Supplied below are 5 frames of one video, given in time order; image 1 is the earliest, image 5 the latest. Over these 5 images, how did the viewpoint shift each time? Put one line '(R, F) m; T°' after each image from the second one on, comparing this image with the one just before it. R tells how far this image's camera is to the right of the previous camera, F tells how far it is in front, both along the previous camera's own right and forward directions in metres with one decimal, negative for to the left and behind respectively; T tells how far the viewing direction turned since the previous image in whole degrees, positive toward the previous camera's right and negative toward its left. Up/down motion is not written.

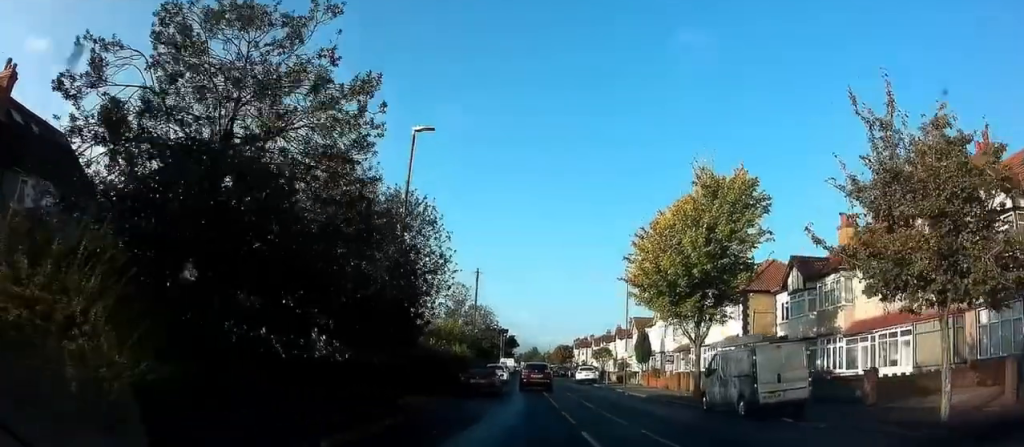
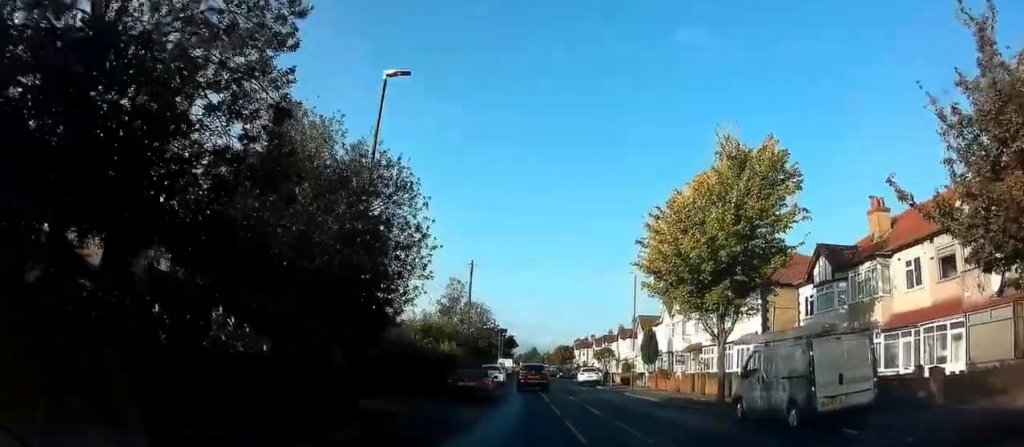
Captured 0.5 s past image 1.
(+0.1, +3.2) m; +1°
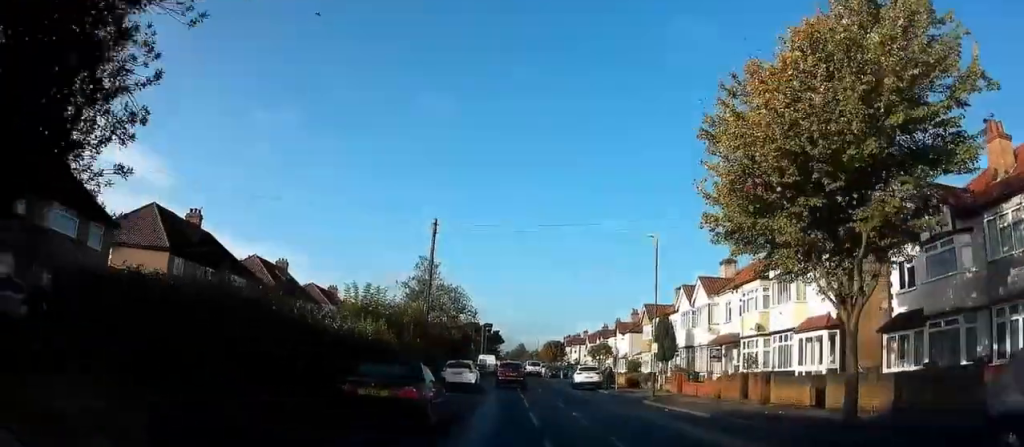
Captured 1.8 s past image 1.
(0.0, +9.8) m; 0°
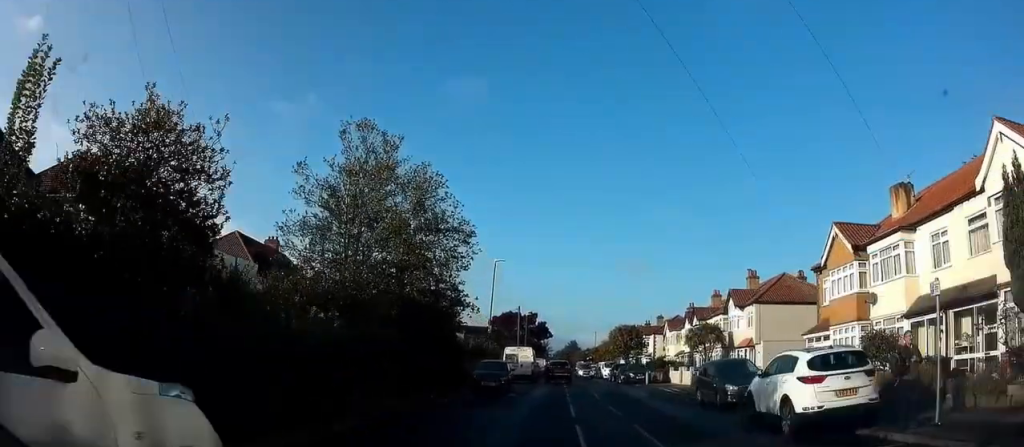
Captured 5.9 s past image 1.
(-1.0, +28.5) m; -2°
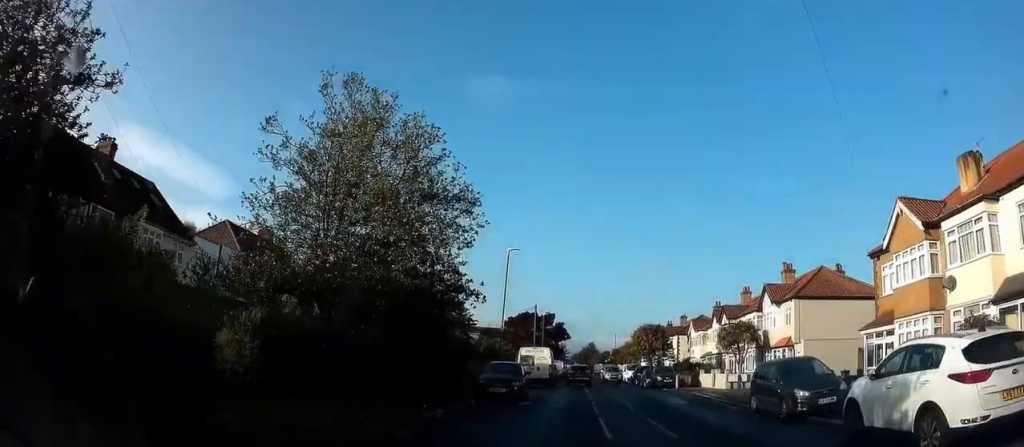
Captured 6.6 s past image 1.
(-0.4, +4.1) m; -3°
